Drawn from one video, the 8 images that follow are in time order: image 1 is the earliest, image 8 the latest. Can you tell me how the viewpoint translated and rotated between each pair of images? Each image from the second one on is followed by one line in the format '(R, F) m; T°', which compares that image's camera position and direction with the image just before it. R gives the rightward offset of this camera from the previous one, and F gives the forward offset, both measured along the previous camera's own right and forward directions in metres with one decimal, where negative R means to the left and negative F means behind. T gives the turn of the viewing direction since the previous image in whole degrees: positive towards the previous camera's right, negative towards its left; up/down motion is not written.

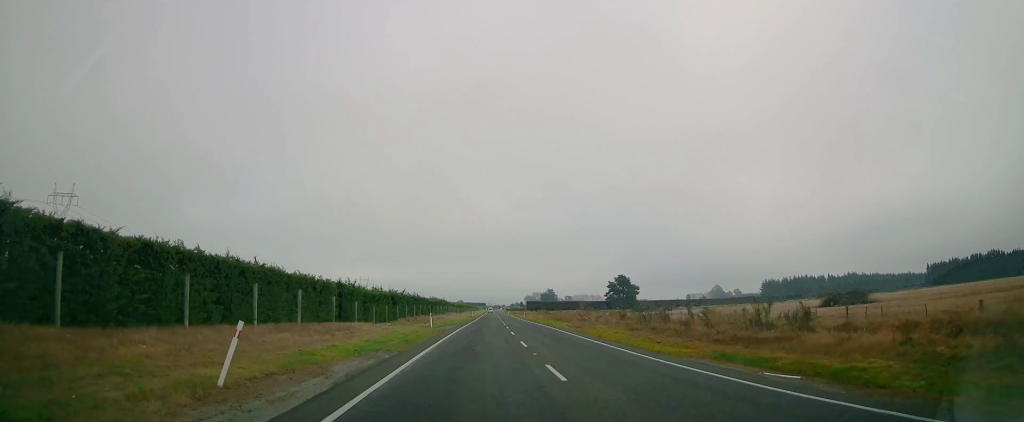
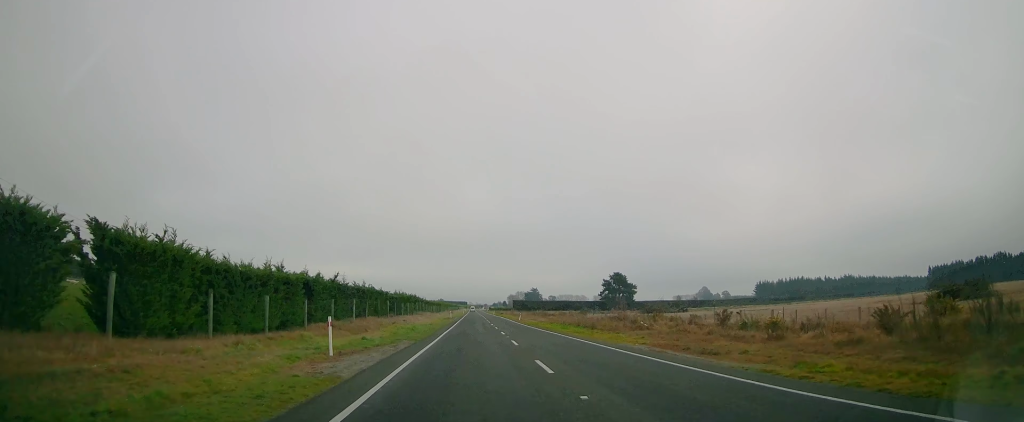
(+0.5, +28.4) m; +2°
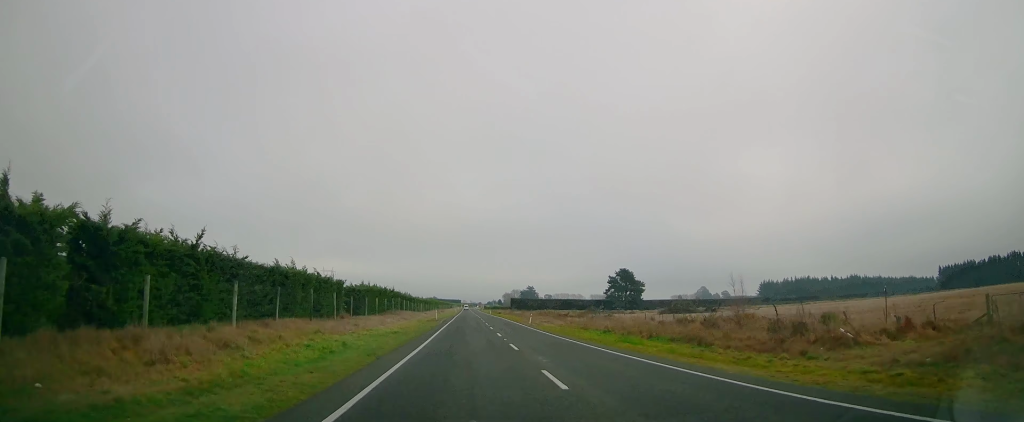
(+0.2, +22.1) m; +1°
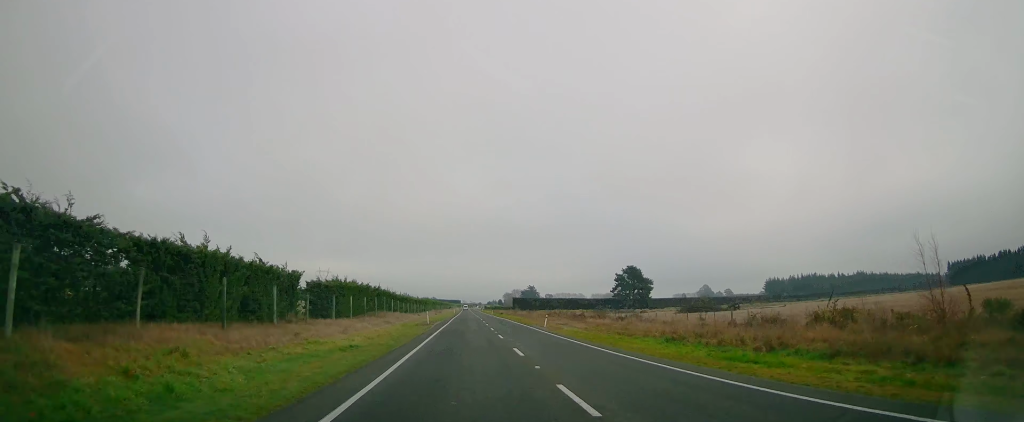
(0.0, +12.4) m; 0°
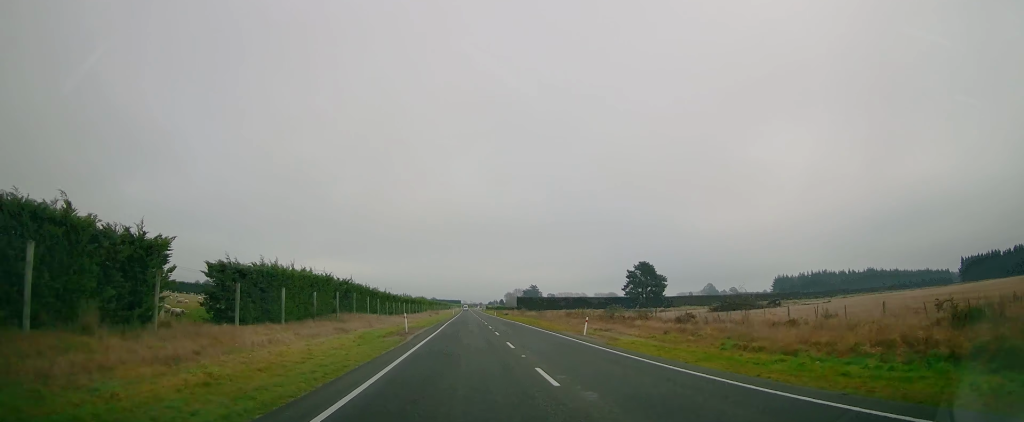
(0.0, +16.8) m; 0°
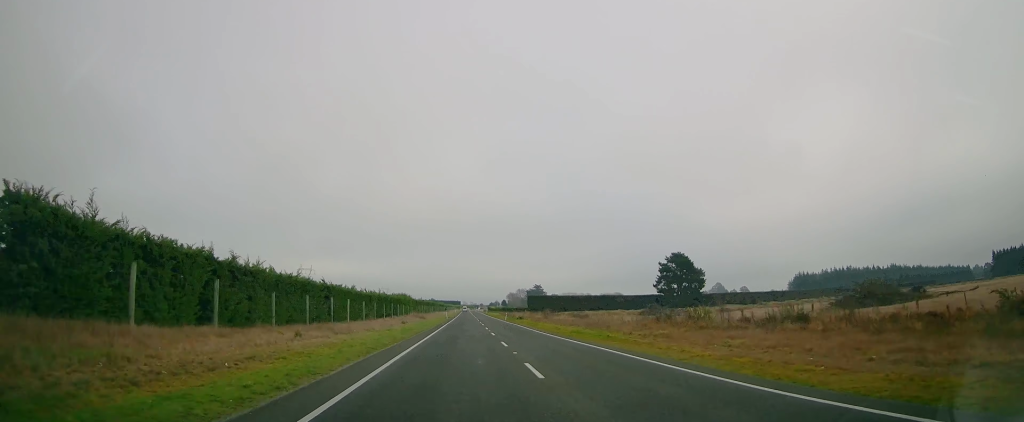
(0.0, +37.9) m; 0°
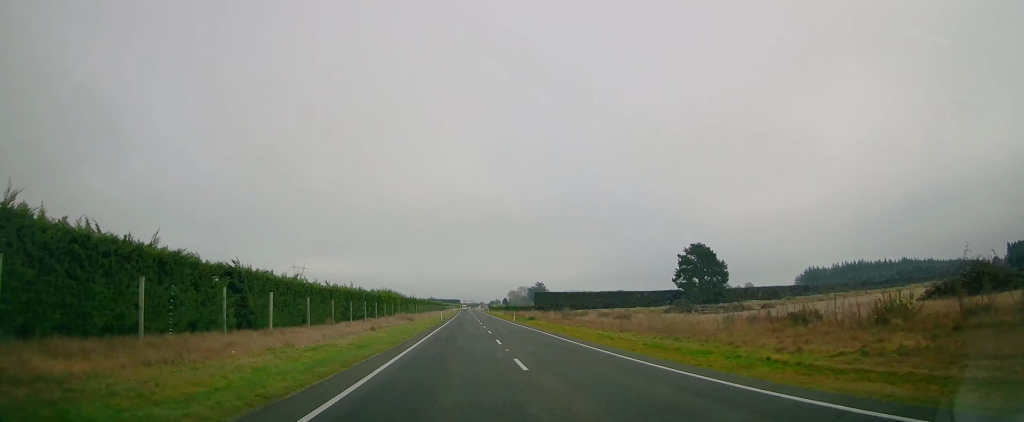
(0.0, +17.7) m; 0°
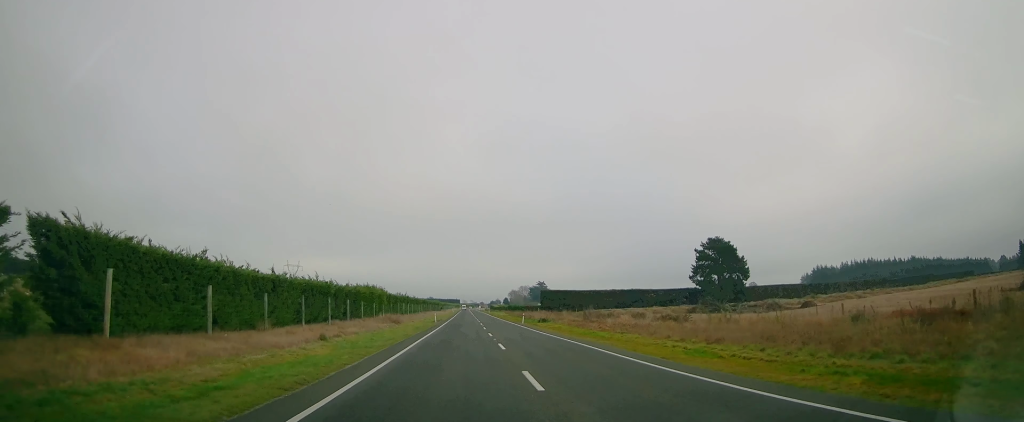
(0.0, +13.2) m; 0°
